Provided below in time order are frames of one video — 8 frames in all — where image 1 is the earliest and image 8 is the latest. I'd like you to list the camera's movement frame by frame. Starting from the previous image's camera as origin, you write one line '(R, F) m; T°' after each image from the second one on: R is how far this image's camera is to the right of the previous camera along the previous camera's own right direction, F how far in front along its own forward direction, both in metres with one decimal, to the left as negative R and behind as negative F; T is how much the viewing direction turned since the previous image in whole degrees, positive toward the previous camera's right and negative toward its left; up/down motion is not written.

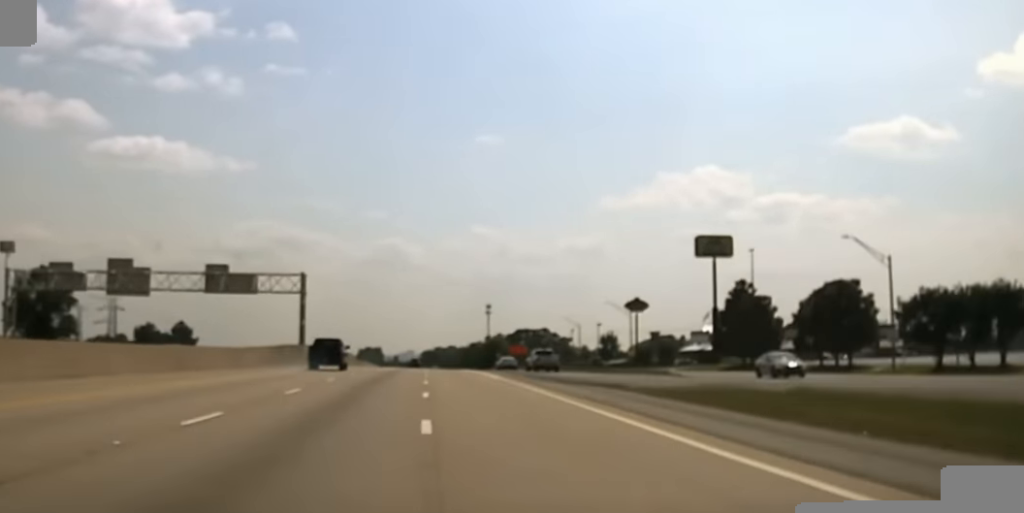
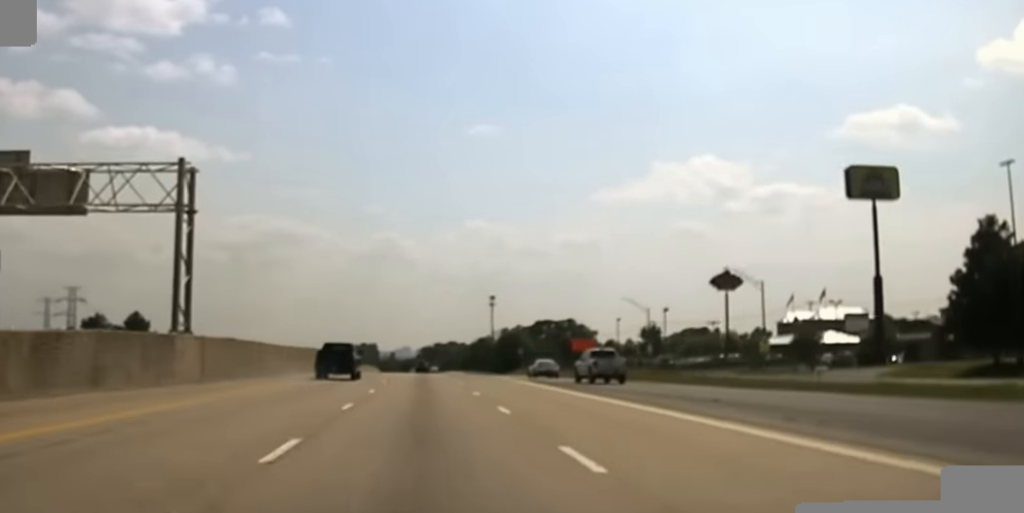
(0.0, +51.8) m; 0°
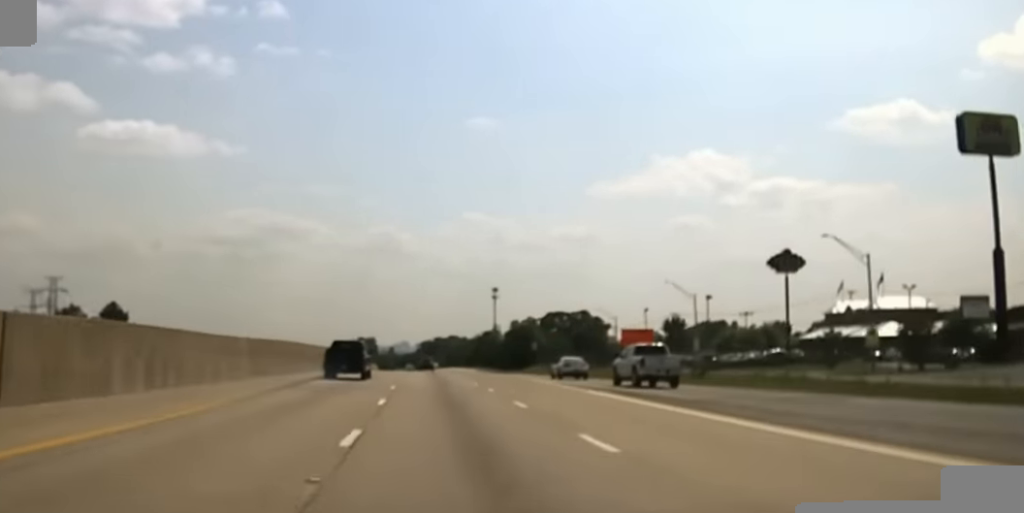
(-0.1, +22.4) m; +1°
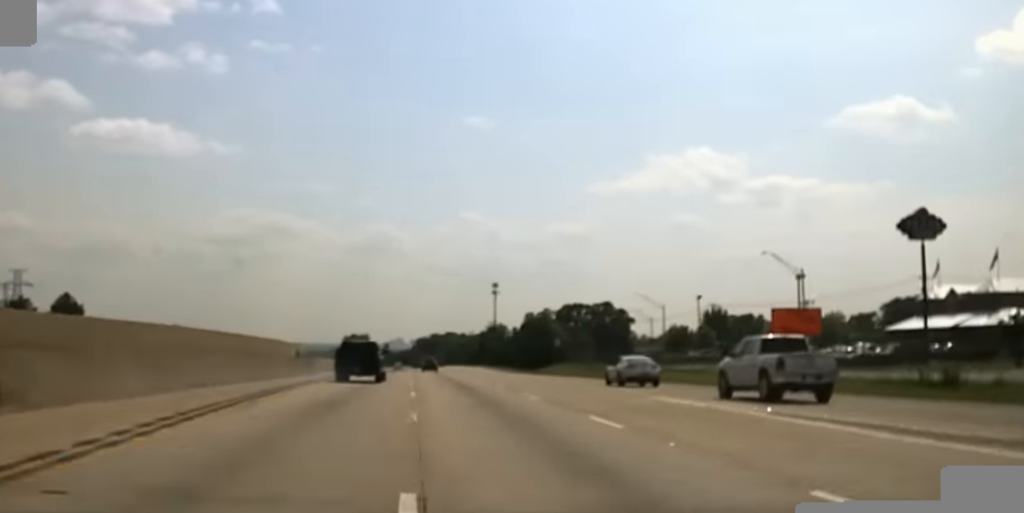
(0.0, +32.1) m; +1°
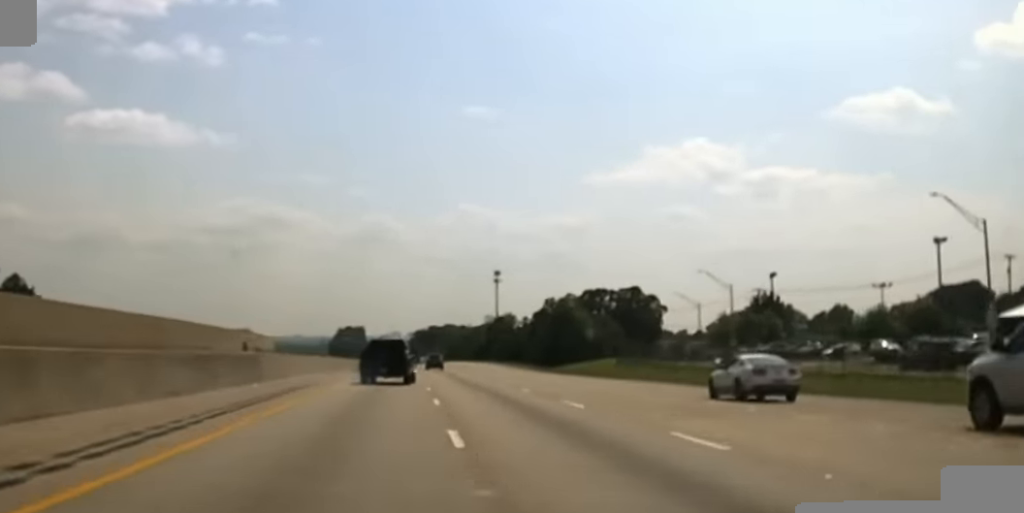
(+0.5, +28.2) m; +1°
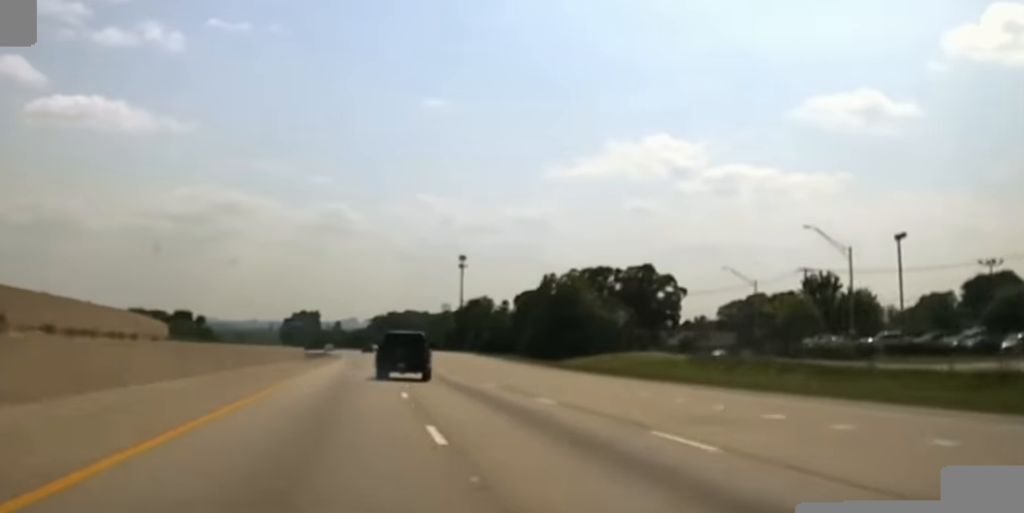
(+0.2, +36.5) m; +1°
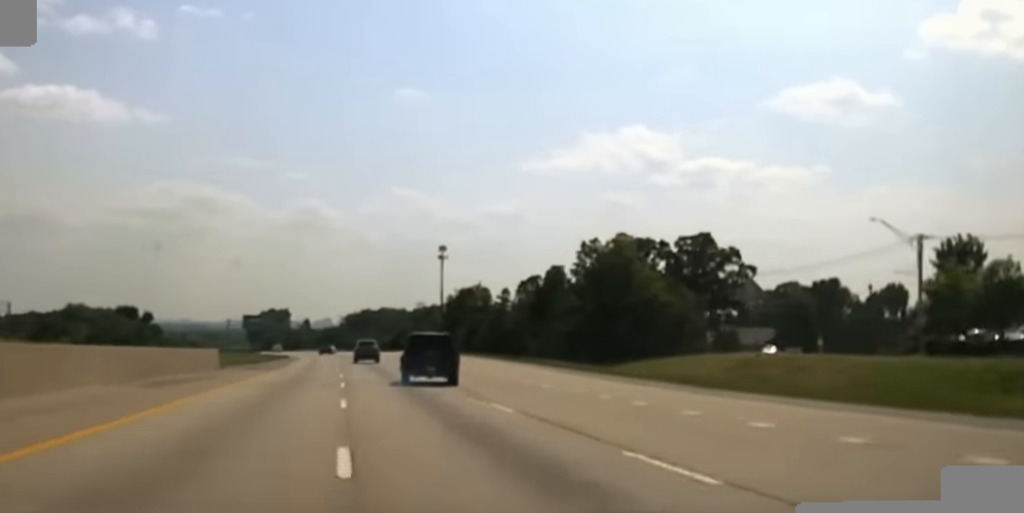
(0.0, +37.8) m; 0°
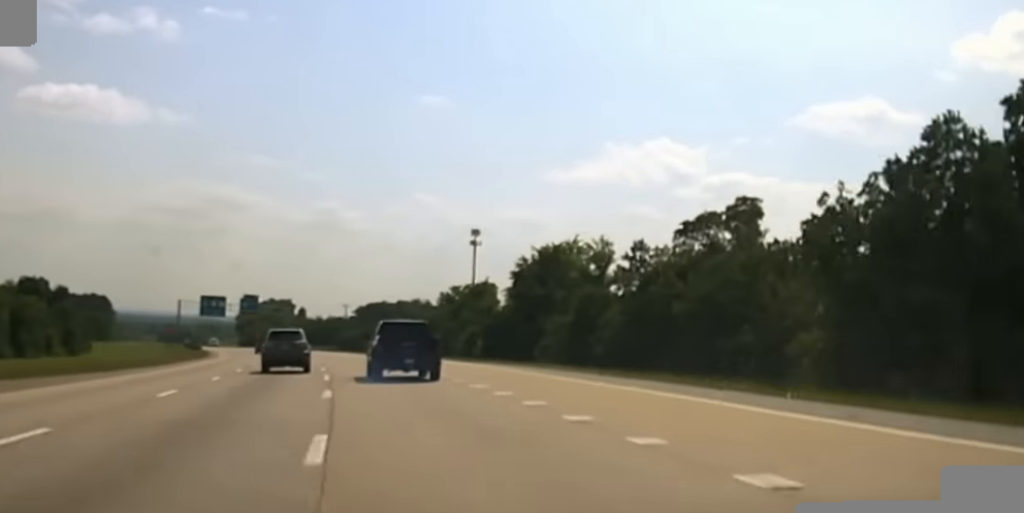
(-1.7, +82.8) m; -3°
